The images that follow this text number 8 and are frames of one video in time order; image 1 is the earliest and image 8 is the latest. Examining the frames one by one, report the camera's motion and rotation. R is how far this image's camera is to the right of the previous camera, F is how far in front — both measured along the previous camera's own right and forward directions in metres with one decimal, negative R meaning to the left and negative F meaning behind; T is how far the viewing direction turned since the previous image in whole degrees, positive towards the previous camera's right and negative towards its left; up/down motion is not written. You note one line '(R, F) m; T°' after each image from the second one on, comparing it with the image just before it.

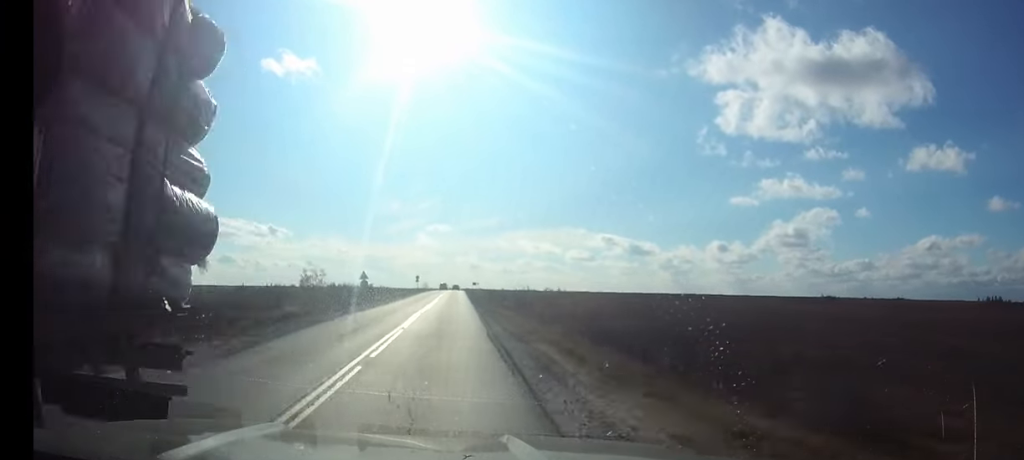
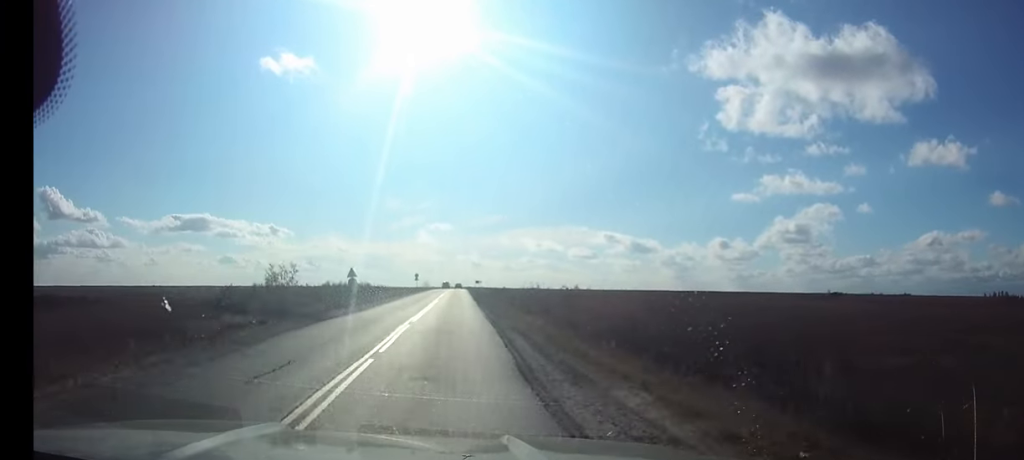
(0.0, +8.4) m; 0°
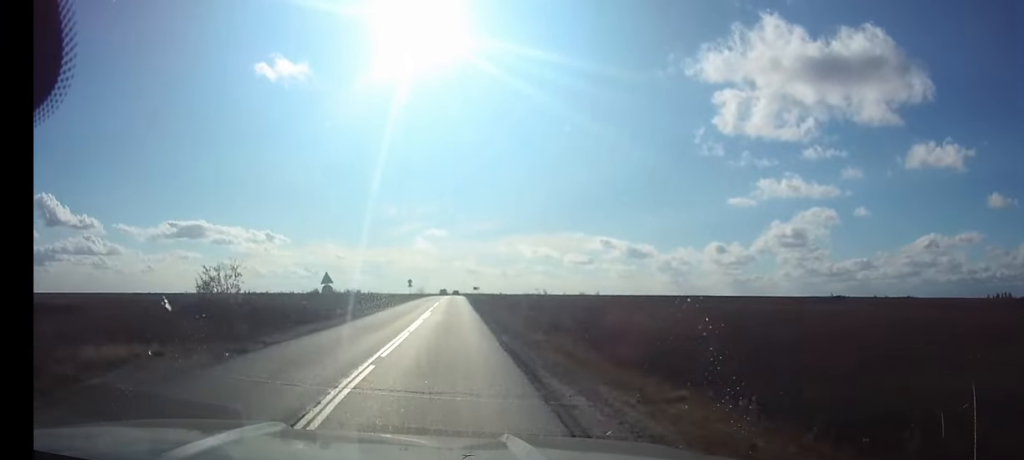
(0.0, +8.4) m; 0°
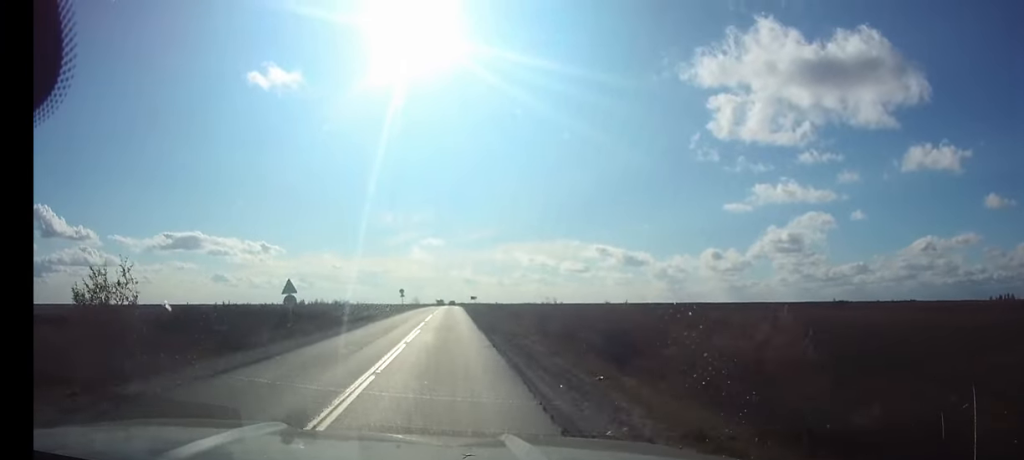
(0.0, +8.9) m; 0°
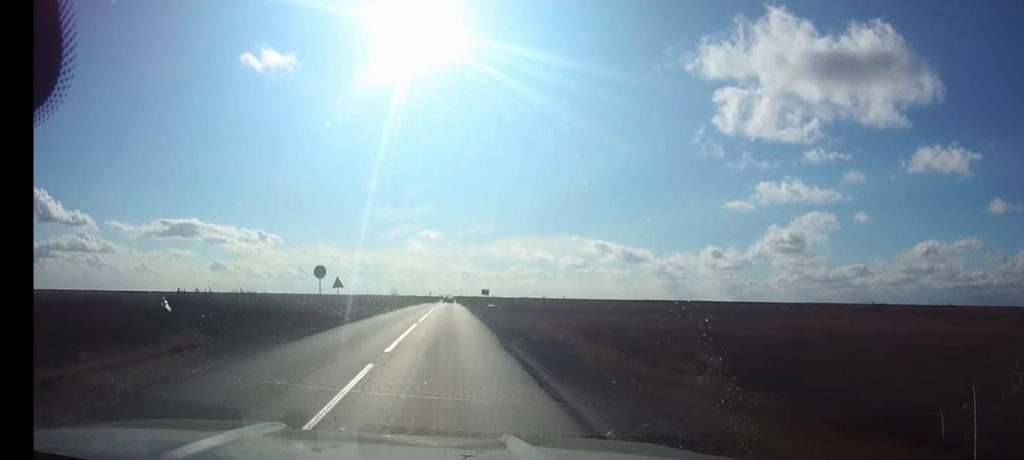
(+0.1, +53.0) m; 0°
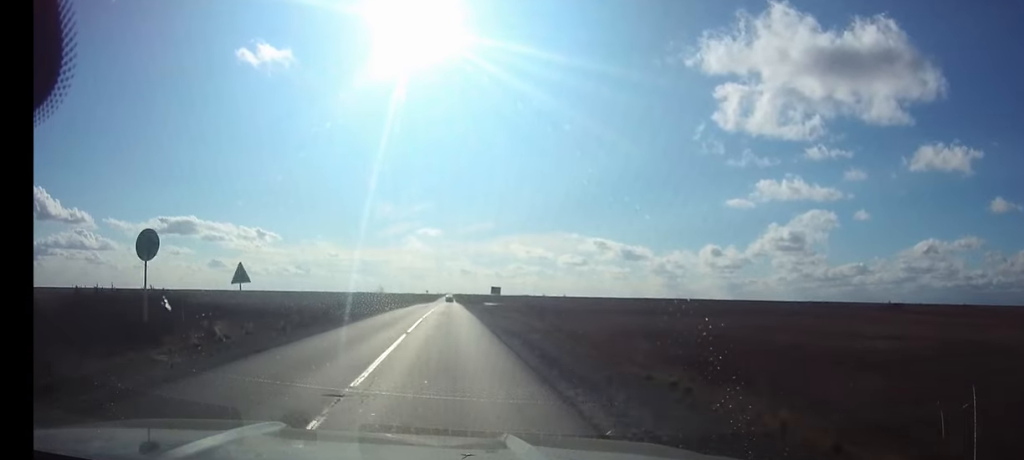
(0.0, +19.3) m; 0°
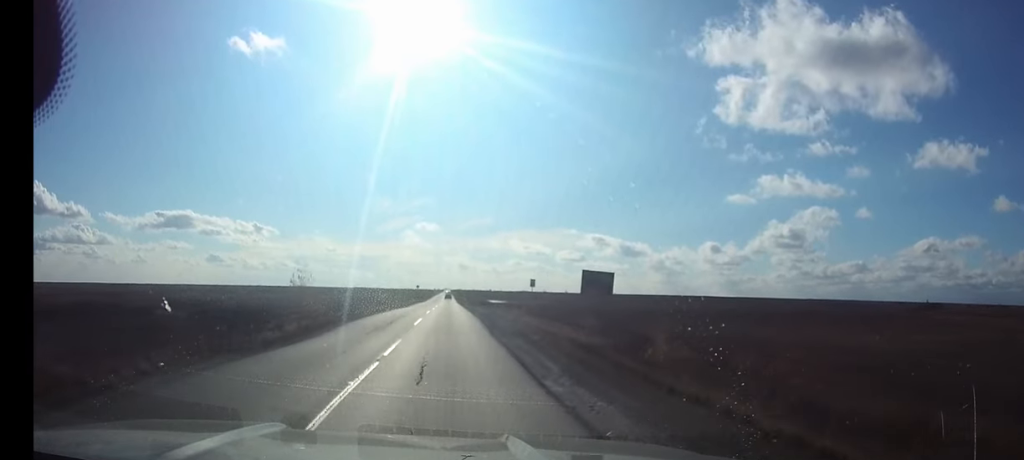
(+0.1, +41.2) m; 0°
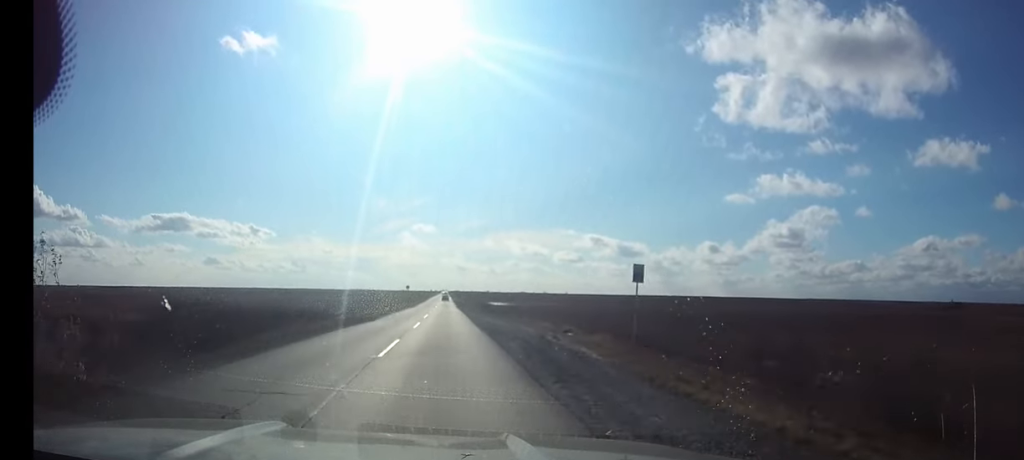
(0.0, +25.8) m; 0°
